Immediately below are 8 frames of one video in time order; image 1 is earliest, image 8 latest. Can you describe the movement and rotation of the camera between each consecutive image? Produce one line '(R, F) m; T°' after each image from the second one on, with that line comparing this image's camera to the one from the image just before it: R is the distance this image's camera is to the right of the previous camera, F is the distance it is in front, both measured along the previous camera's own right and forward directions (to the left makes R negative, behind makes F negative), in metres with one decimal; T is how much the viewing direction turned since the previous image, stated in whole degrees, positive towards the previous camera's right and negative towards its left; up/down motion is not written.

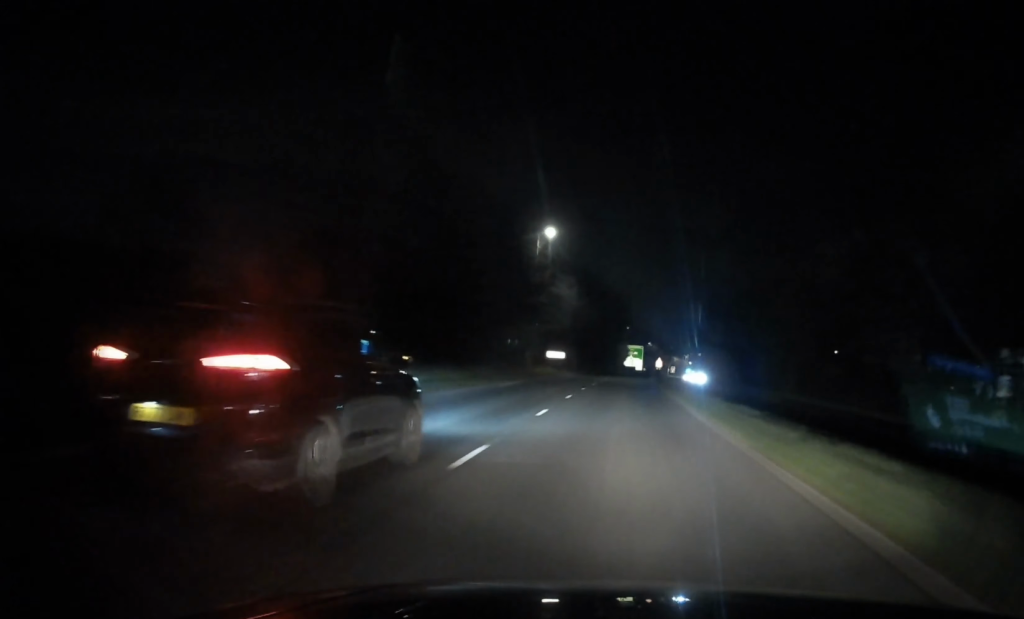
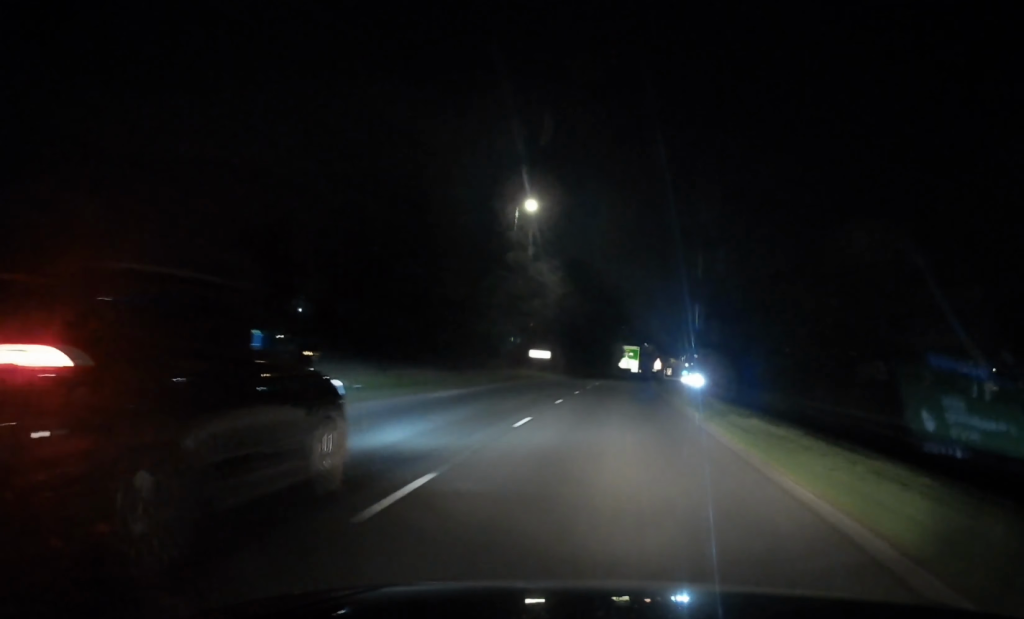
(+0.1, +11.7) m; +1°
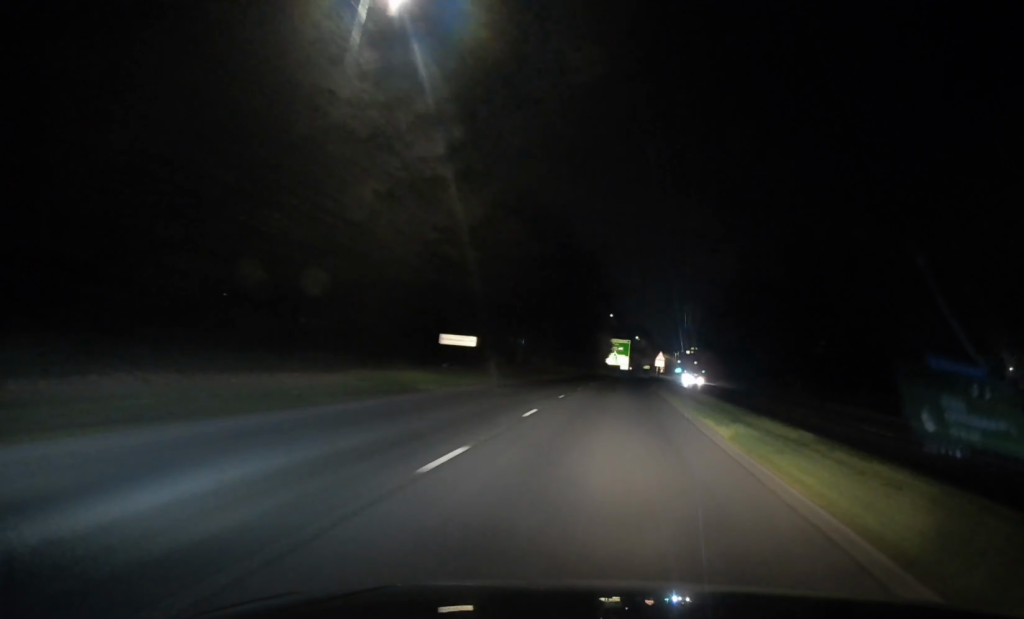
(+0.8, +31.6) m; +1°
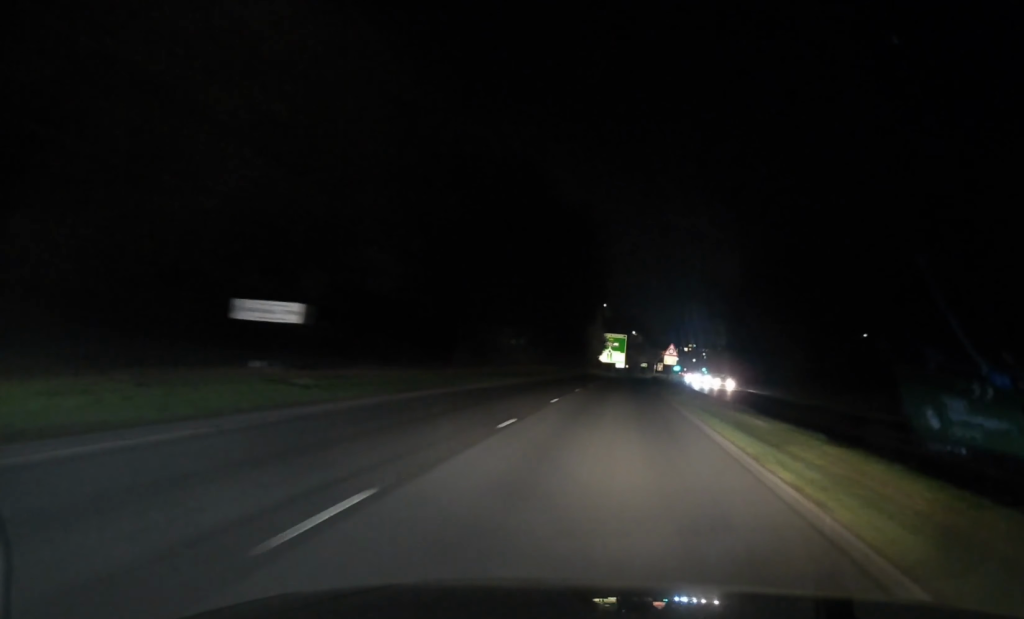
(-0.2, +21.3) m; 0°
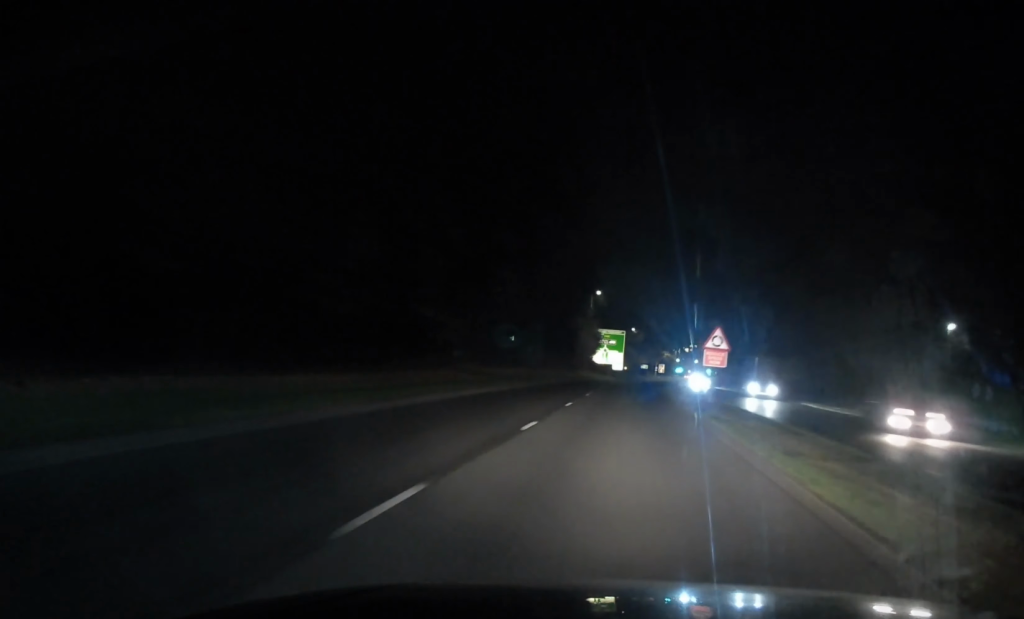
(+0.3, +25.6) m; +1°
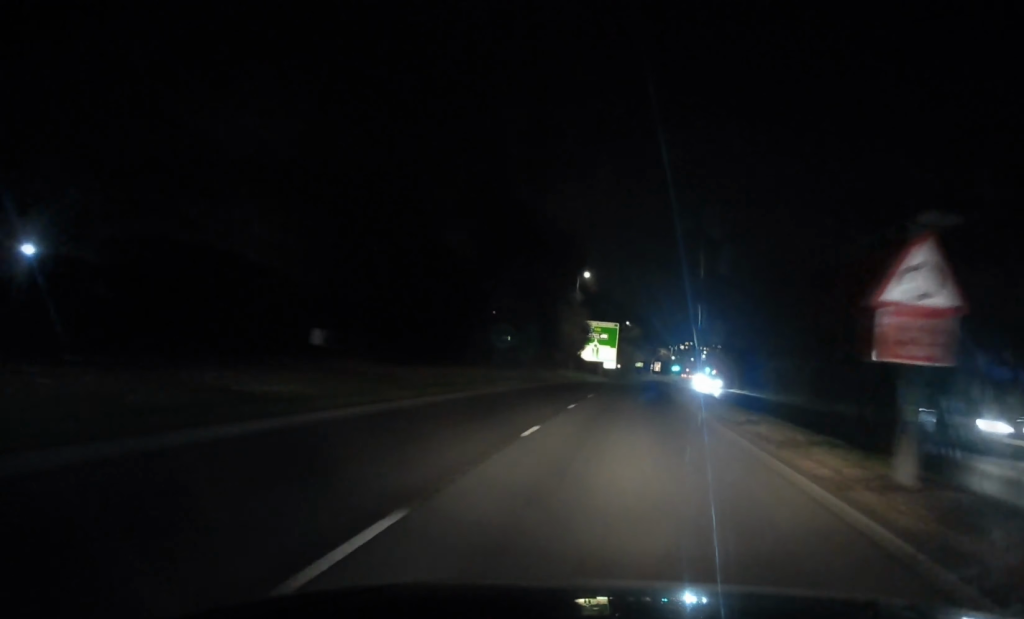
(0.0, +18.6) m; 0°
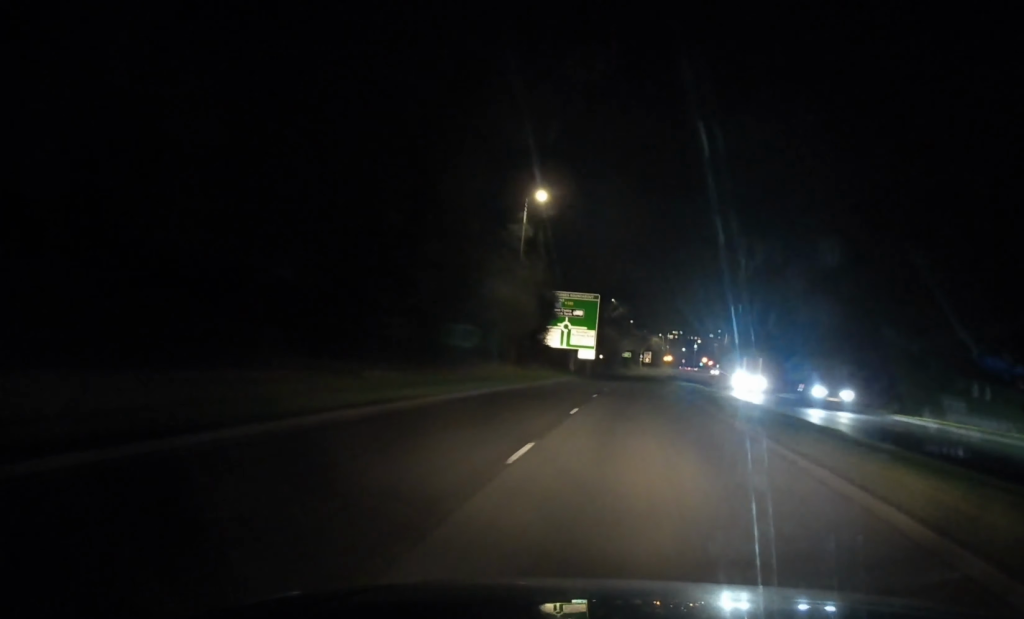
(+0.4, +39.1) m; +1°
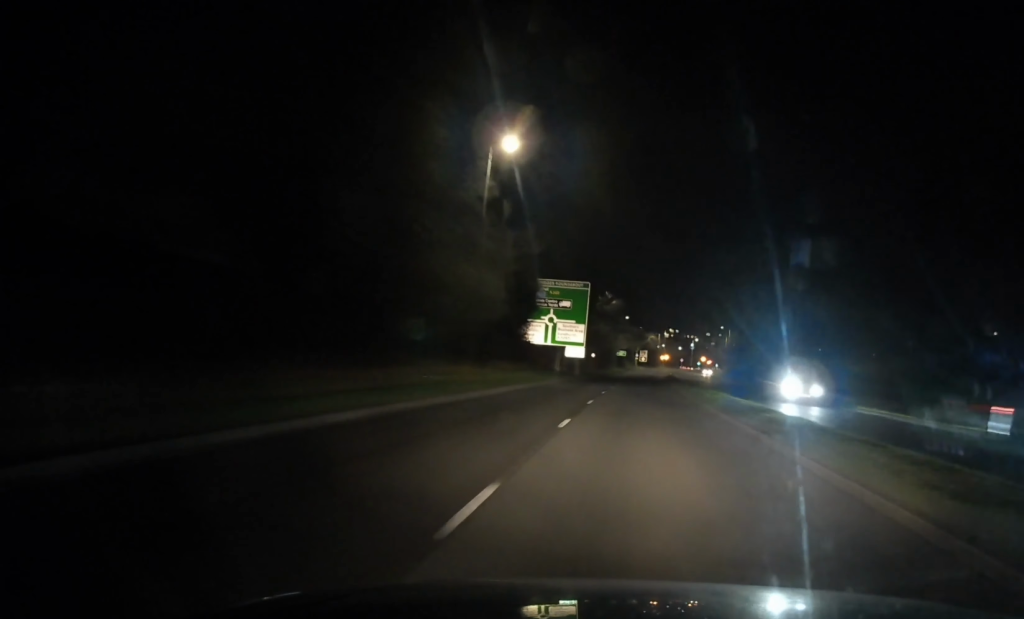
(+0.3, +12.0) m; 0°
